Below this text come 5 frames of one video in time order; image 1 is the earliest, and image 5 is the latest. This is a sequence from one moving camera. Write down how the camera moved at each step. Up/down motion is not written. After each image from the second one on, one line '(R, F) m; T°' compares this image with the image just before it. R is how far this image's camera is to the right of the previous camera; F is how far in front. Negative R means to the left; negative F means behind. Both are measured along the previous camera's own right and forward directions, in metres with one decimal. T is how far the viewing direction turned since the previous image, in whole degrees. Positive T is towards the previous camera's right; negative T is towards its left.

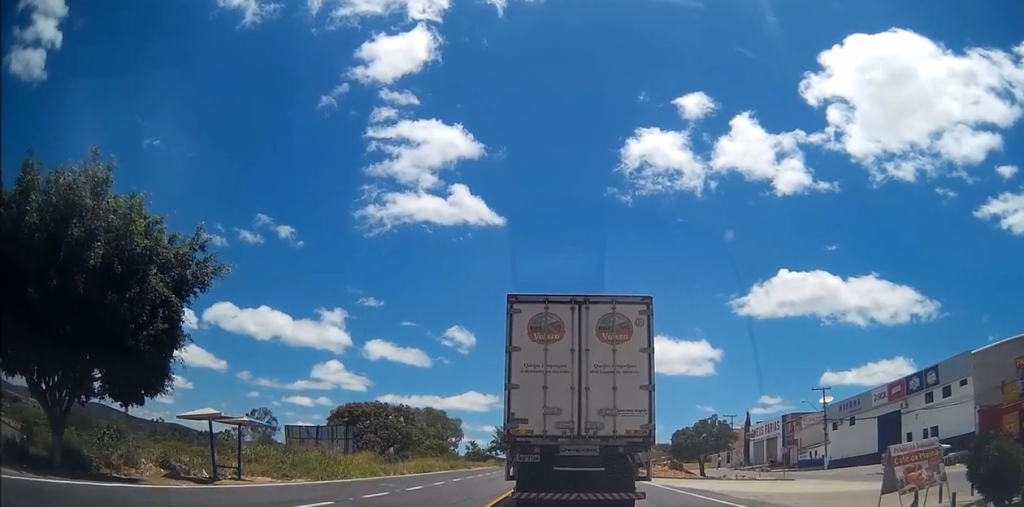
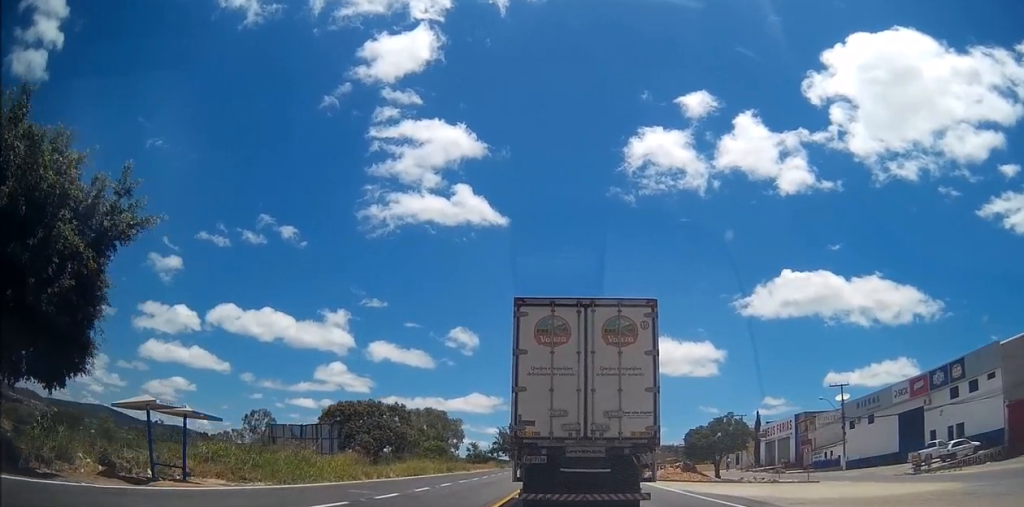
(0.0, +4.1) m; 0°
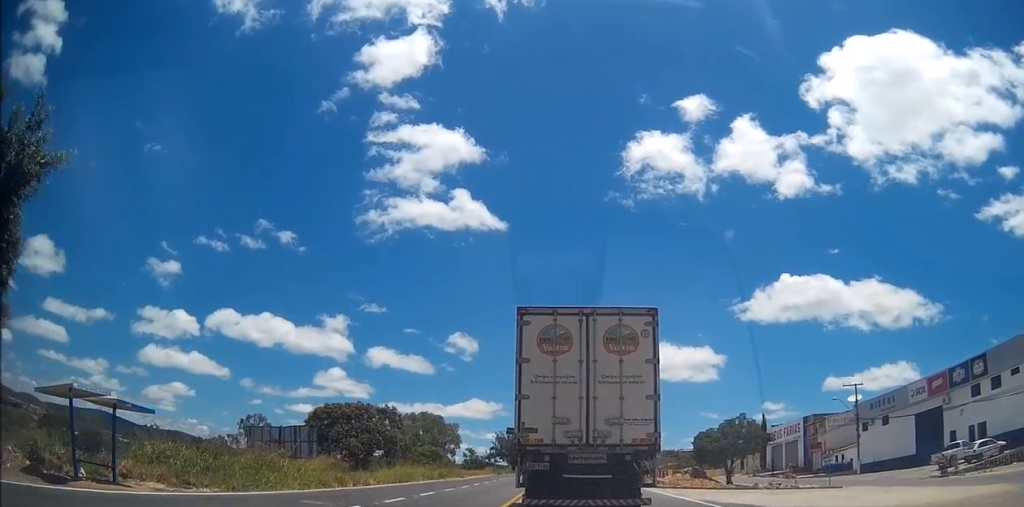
(-0.1, +3.8) m; 0°
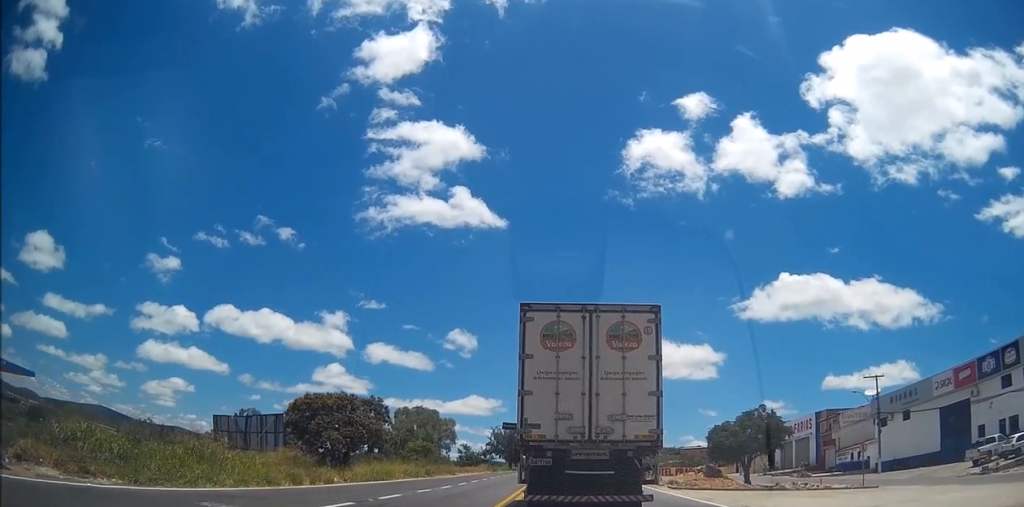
(+0.2, +4.8) m; +1°
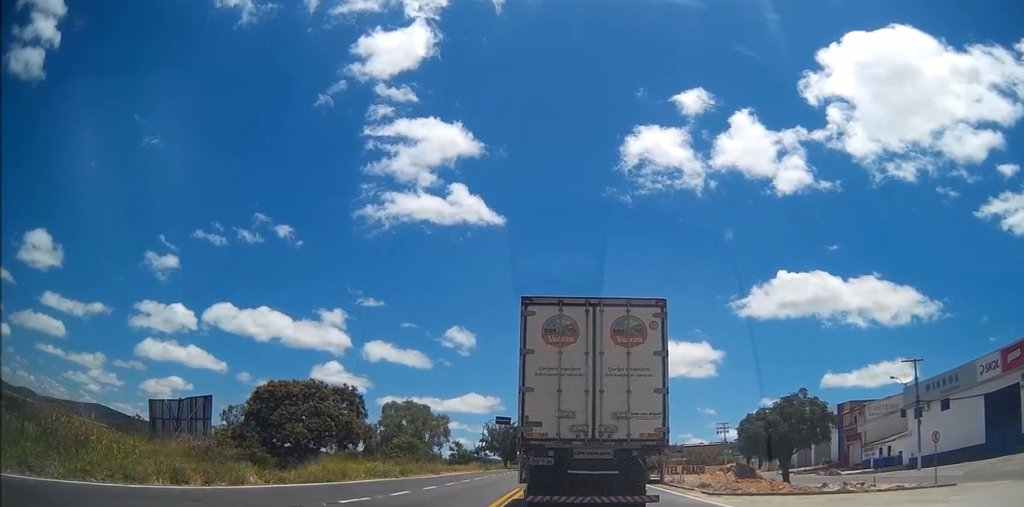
(-0.2, +7.4) m; -1°
